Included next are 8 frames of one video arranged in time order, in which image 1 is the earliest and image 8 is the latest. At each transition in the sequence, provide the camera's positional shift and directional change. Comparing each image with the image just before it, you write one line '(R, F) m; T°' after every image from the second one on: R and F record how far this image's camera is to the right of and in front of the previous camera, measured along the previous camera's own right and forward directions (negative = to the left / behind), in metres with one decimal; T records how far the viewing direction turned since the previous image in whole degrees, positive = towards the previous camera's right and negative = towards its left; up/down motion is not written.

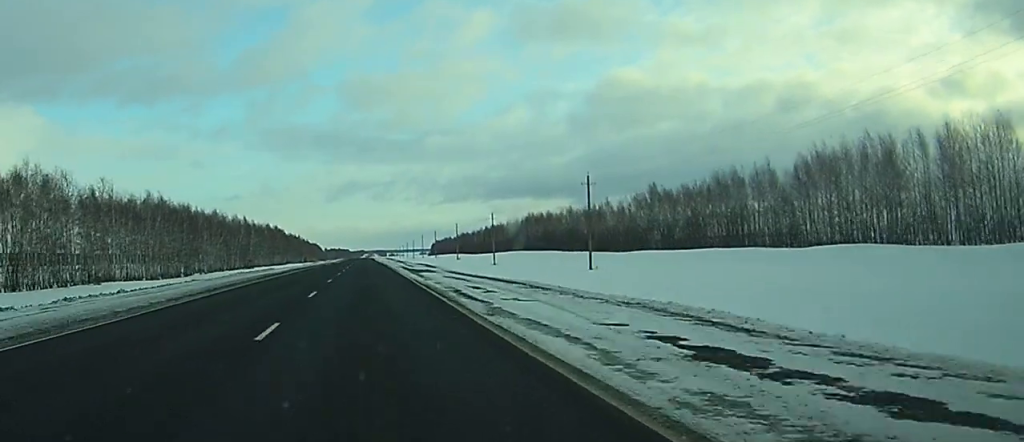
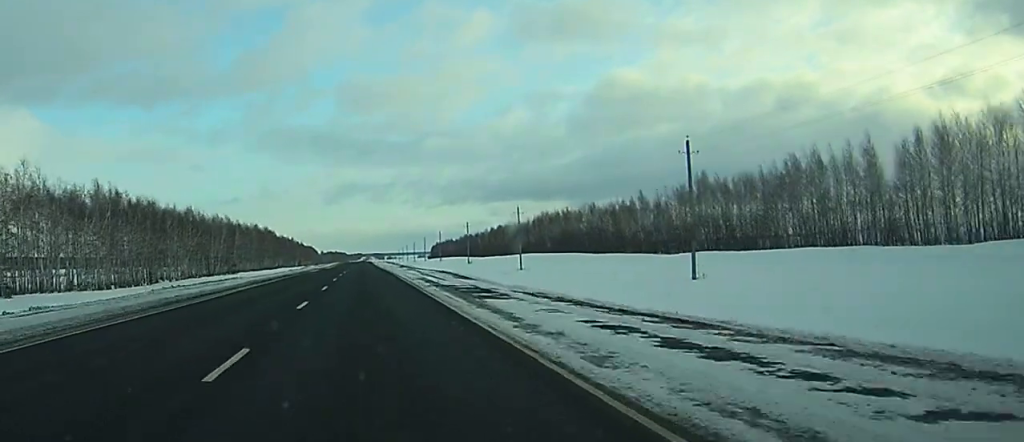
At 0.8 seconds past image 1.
(-0.3, +28.2) m; 0°
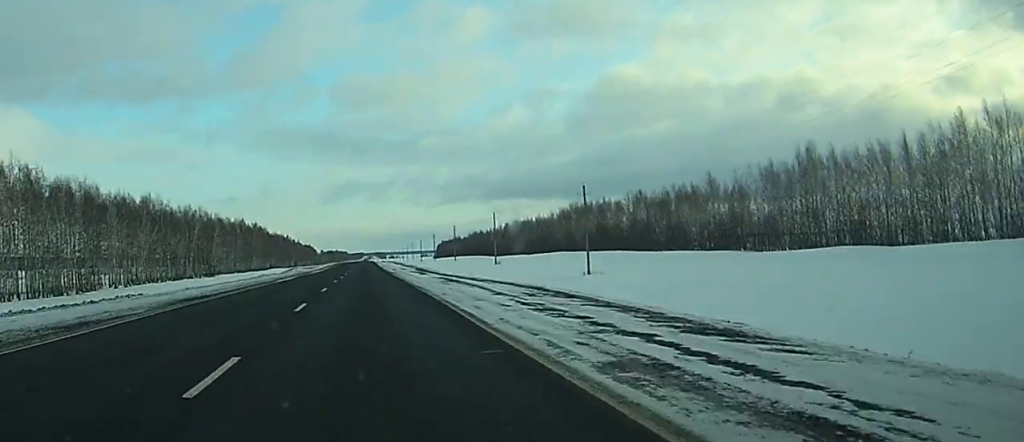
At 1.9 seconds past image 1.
(+0.4, +37.1) m; +1°
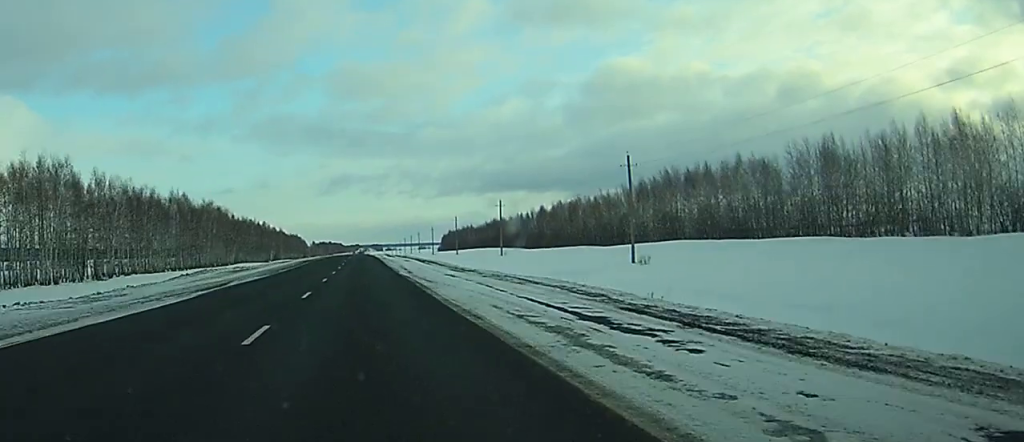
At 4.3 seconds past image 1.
(-0.1, +79.4) m; -1°
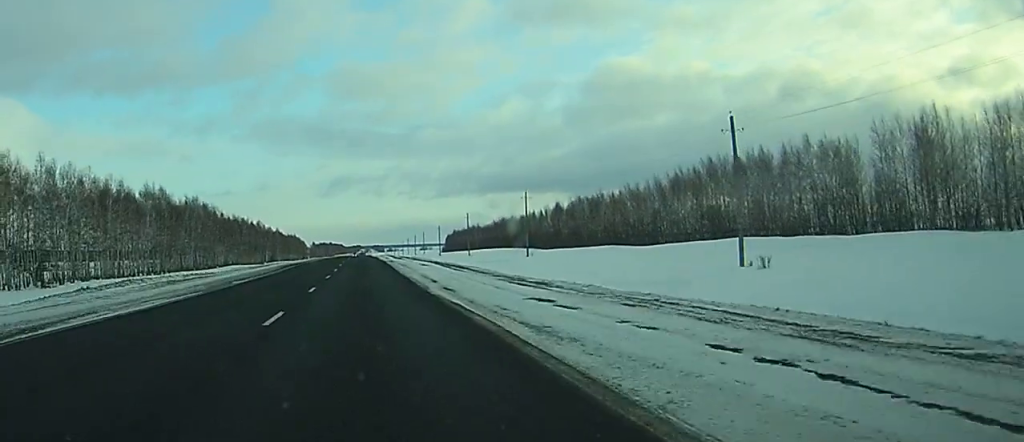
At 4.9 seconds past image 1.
(-0.1, +21.2) m; 0°
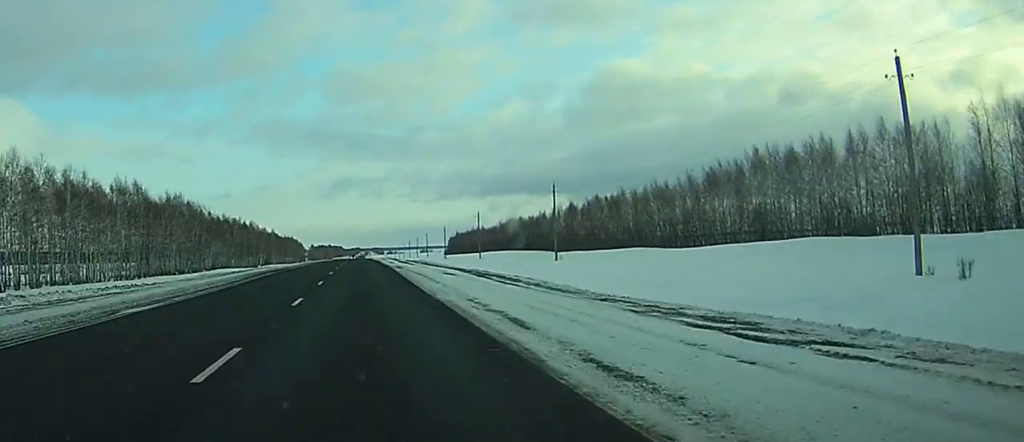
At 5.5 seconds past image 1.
(-0.1, +17.9) m; 0°
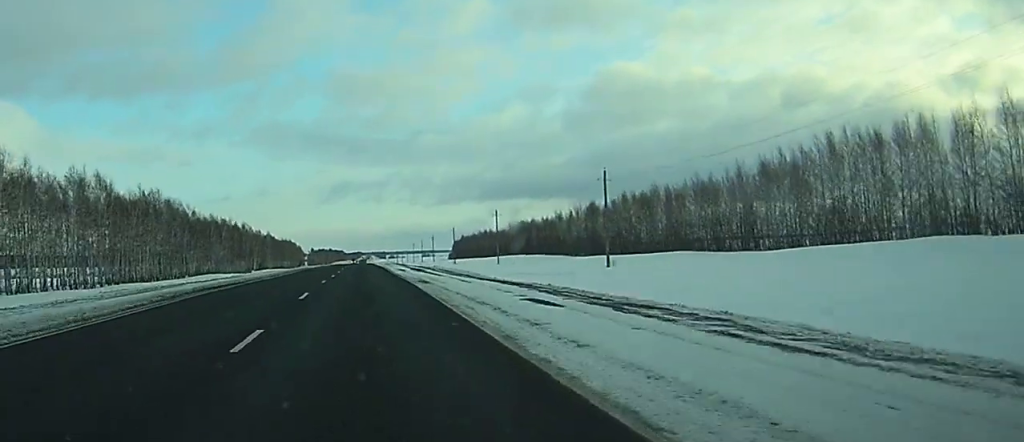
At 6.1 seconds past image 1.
(+0.2, +21.3) m; 0°
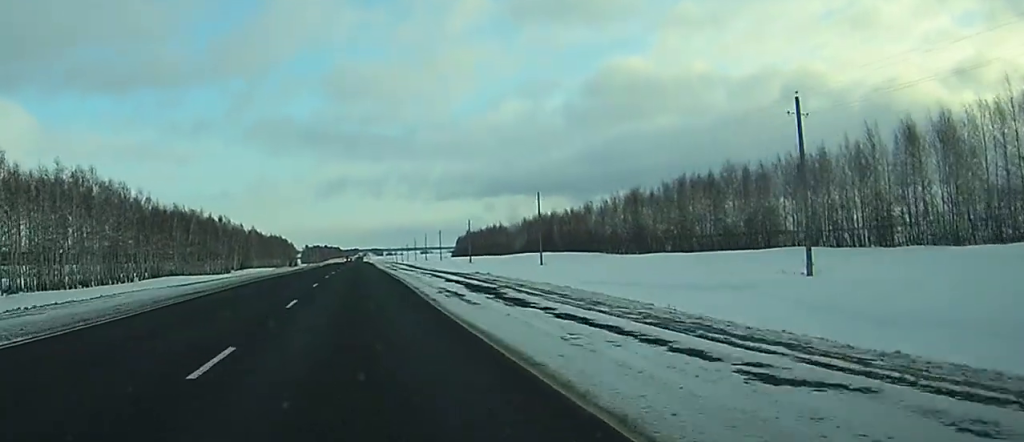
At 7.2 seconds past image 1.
(+0.1, +38.1) m; 0°
